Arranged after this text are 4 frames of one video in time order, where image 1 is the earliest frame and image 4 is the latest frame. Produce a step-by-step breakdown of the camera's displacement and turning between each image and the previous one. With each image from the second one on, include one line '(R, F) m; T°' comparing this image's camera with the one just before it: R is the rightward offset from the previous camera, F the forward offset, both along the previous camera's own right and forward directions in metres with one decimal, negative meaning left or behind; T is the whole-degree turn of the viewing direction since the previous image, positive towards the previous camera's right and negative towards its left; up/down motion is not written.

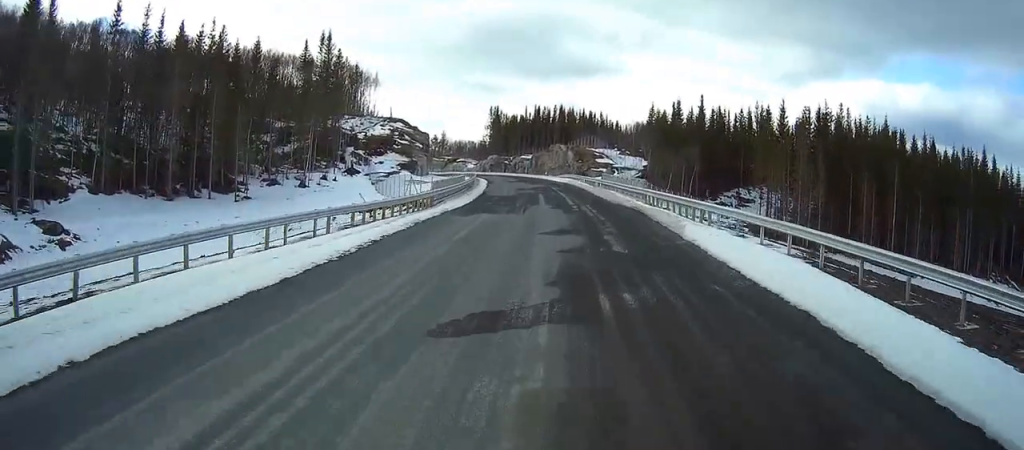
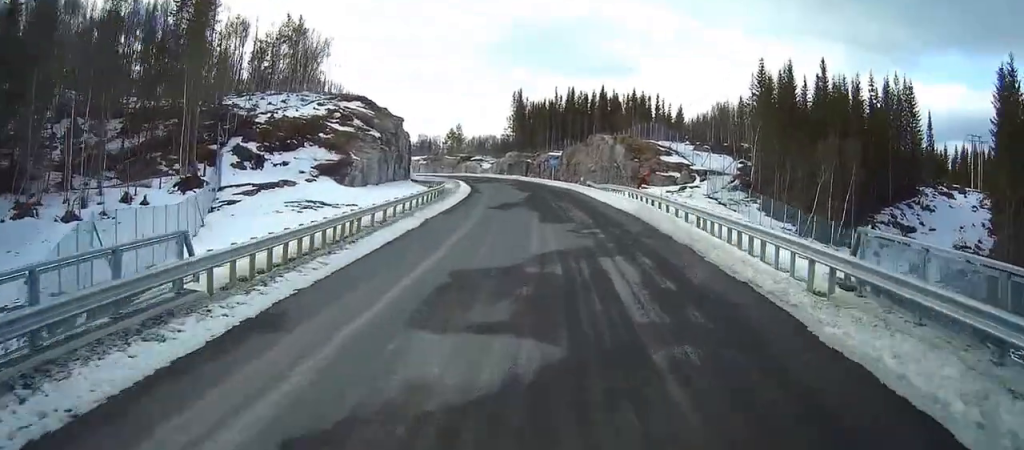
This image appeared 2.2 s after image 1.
(0.0, +46.0) m; 0°
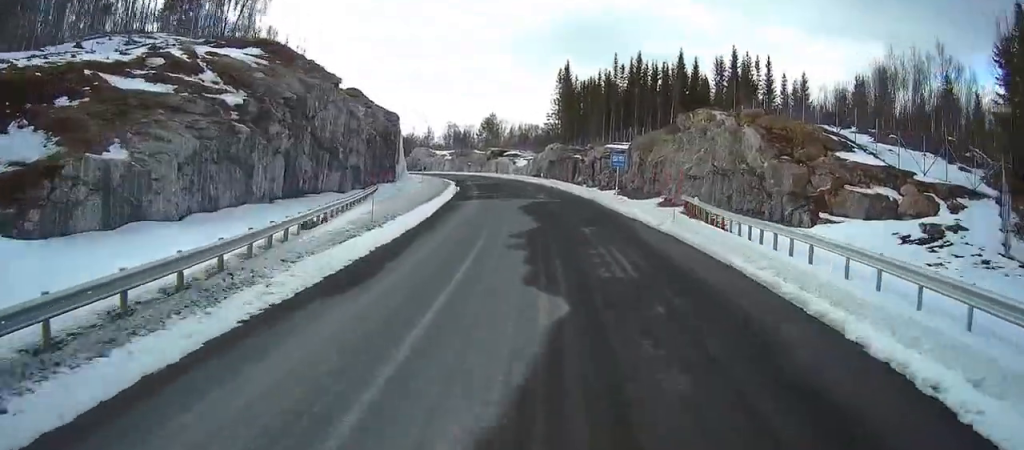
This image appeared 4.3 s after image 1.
(0.0, +41.3) m; 0°
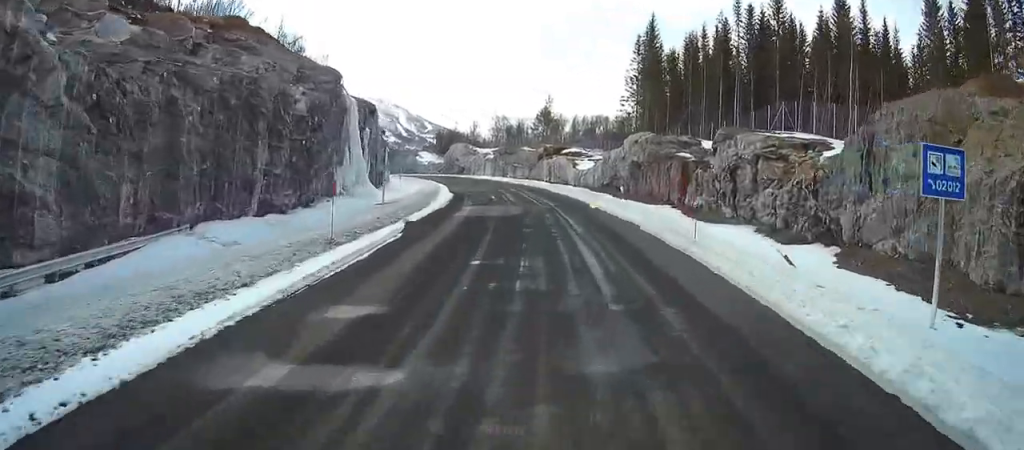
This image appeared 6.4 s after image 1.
(0.0, +41.8) m; 0°
